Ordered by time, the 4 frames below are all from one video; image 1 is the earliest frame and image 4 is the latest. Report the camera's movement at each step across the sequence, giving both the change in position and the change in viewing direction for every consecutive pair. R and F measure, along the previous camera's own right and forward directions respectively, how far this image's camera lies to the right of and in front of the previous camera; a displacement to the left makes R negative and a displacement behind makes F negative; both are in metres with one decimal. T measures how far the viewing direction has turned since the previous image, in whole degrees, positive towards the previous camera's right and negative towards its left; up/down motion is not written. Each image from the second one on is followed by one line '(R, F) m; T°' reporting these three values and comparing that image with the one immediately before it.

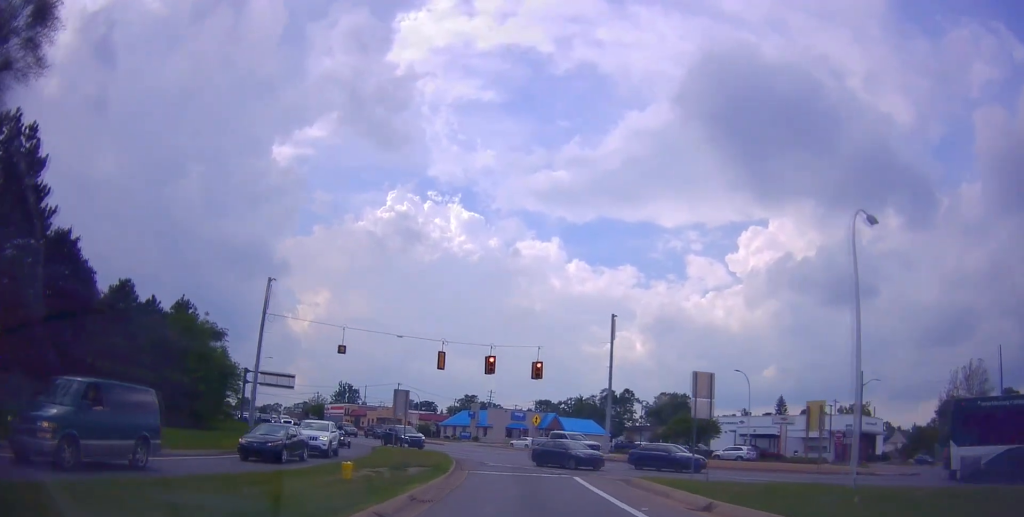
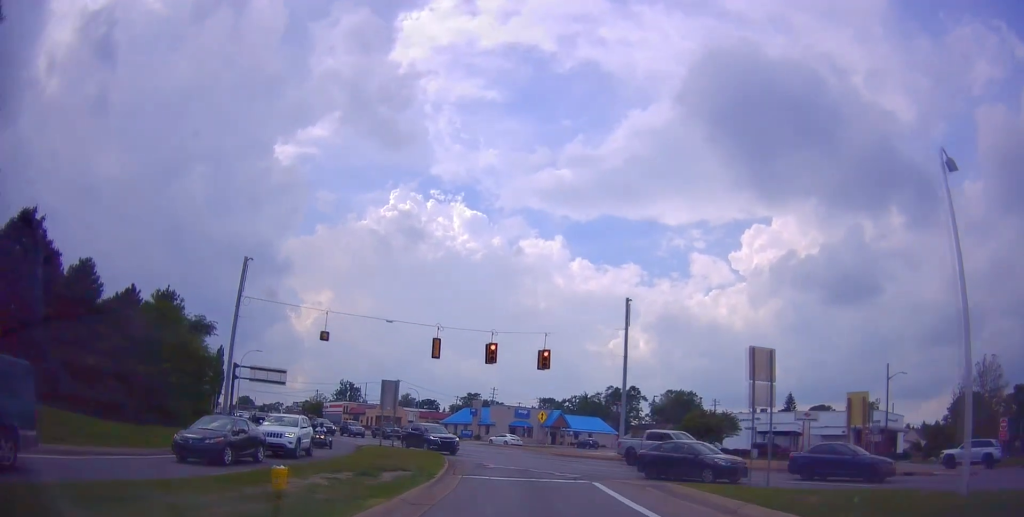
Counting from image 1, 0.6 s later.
(+0.4, +5.0) m; 0°
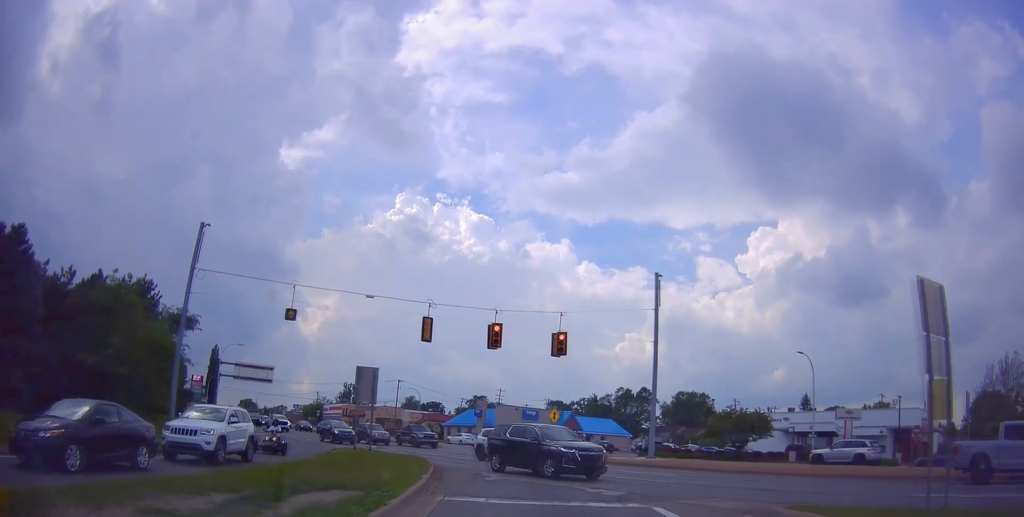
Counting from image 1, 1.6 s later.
(-0.3, +7.8) m; +1°
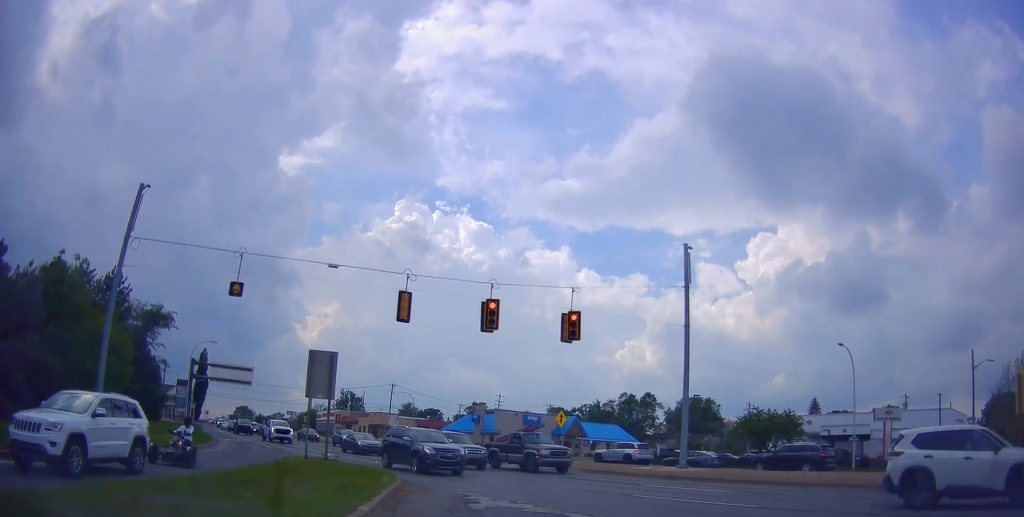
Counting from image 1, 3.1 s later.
(+0.4, +9.0) m; -2°
